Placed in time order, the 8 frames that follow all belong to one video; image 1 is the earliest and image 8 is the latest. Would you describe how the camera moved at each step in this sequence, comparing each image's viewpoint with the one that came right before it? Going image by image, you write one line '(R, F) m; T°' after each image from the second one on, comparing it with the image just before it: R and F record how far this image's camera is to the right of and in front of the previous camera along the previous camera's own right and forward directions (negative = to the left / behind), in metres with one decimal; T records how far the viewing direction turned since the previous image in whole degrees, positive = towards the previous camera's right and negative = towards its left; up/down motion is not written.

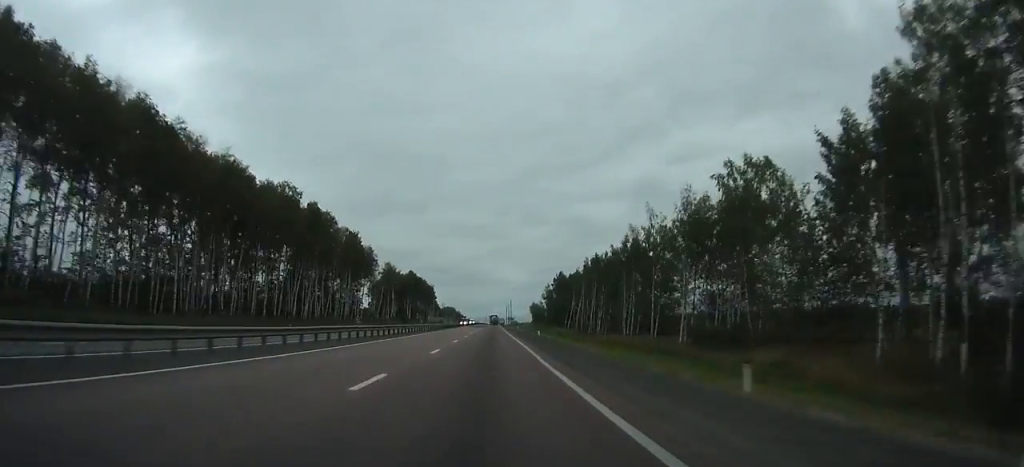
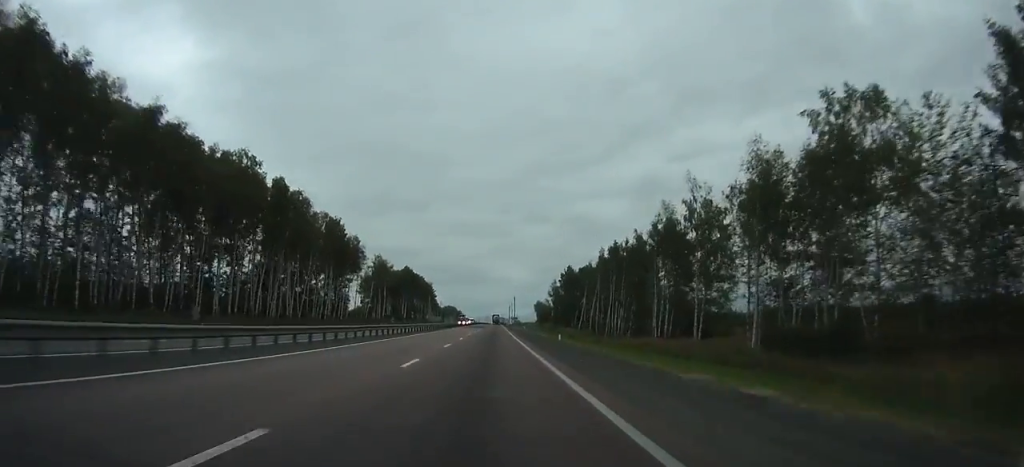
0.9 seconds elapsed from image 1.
(+0.1, +19.0) m; 0°
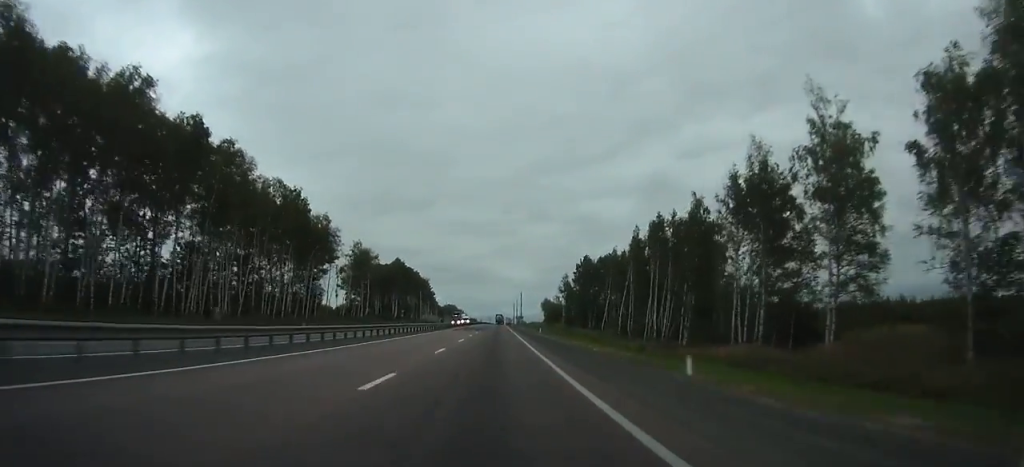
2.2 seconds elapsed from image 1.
(+0.1, +29.1) m; 0°
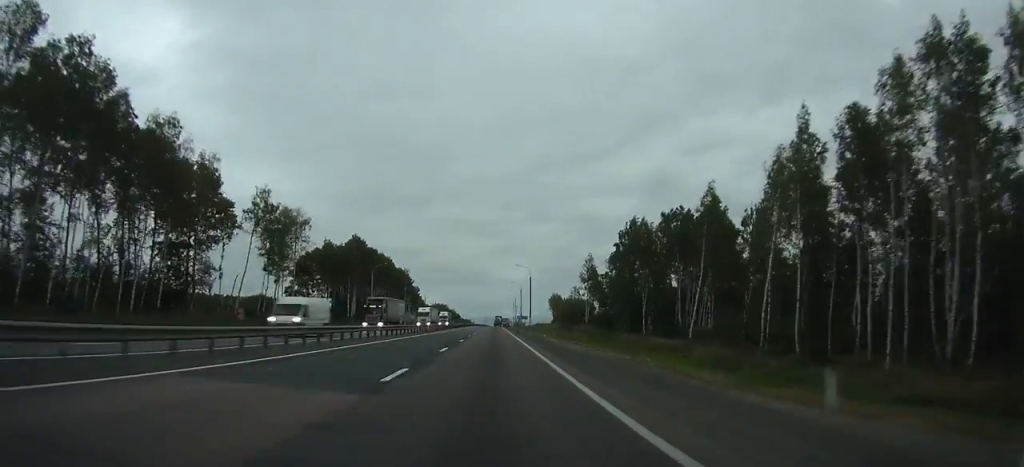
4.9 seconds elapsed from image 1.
(-0.1, +58.8) m; 0°
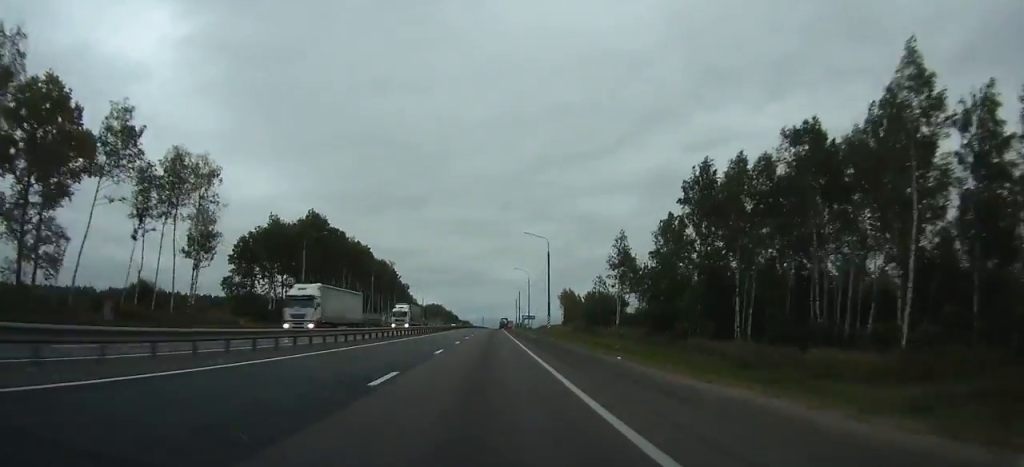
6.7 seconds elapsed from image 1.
(0.0, +36.9) m; 0°
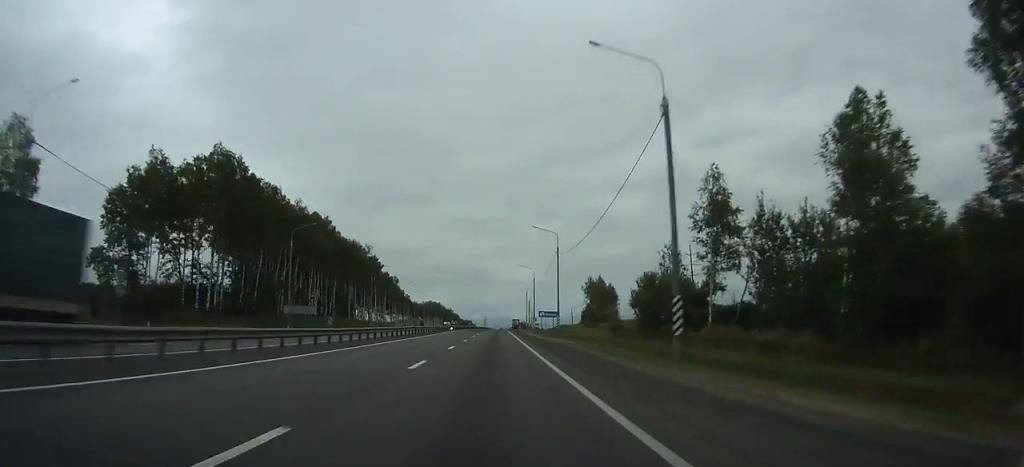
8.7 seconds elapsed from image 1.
(0.0, +43.8) m; 0°
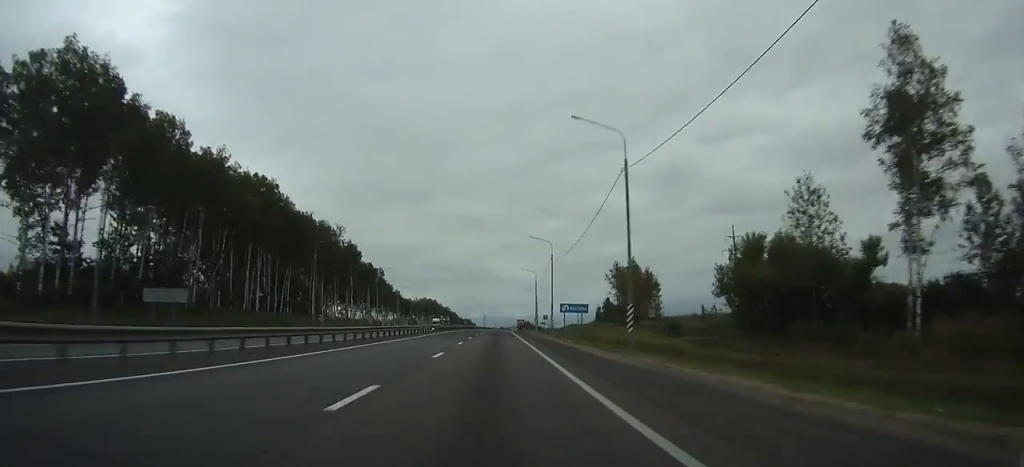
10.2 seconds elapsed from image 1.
(-0.1, +31.2) m; 0°
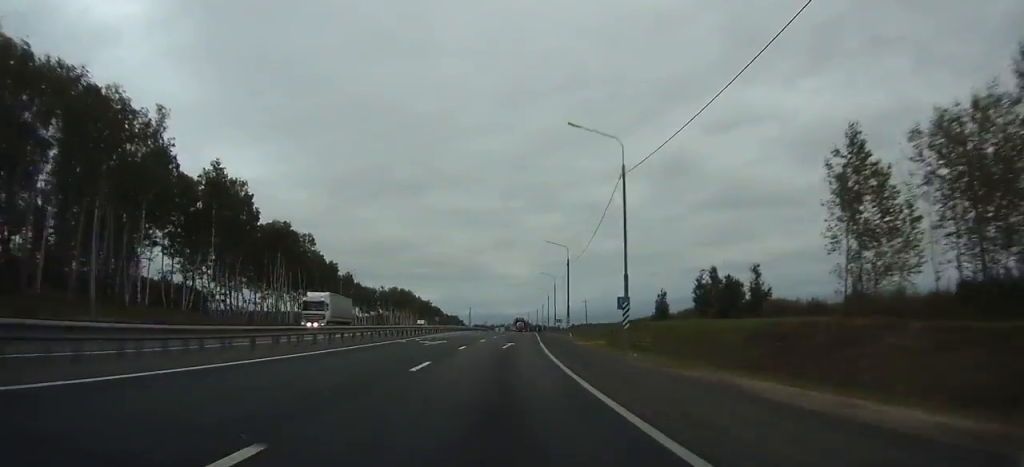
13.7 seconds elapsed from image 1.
(-0.1, +76.2) m; 0°
